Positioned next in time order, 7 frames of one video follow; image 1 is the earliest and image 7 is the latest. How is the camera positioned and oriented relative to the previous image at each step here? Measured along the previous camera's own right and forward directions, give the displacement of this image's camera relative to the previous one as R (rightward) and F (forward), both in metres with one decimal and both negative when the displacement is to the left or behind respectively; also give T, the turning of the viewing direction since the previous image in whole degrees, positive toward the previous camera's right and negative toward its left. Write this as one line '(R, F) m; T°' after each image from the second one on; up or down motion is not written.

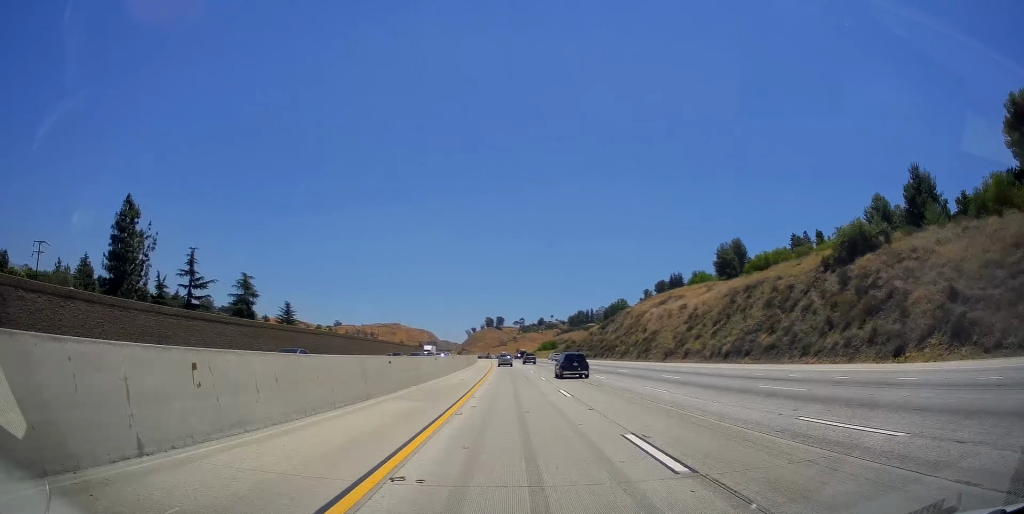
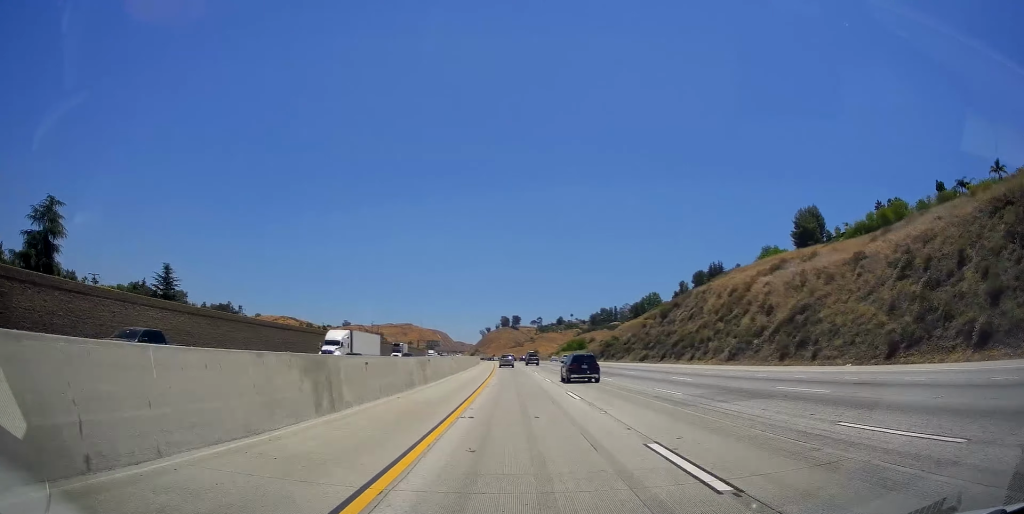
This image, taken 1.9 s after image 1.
(-0.7, +60.7) m; -1°
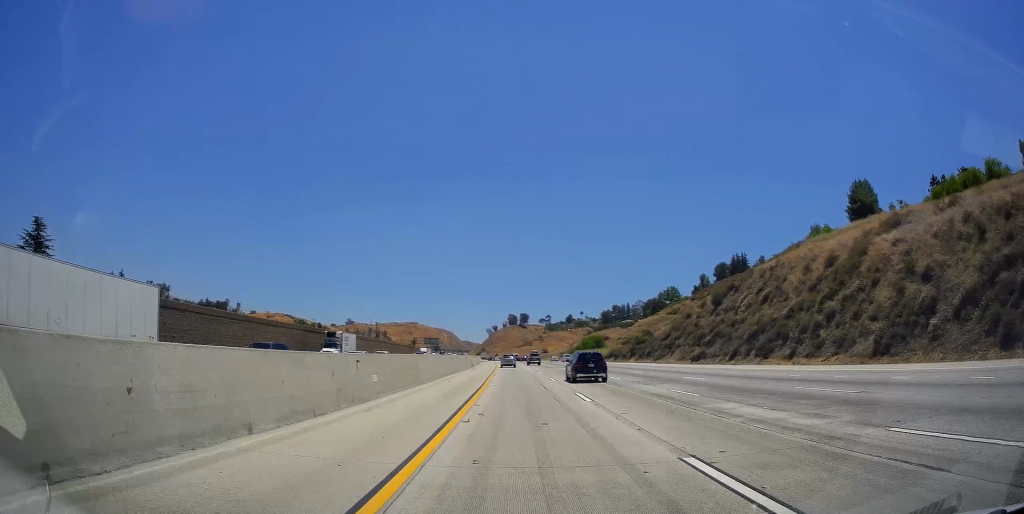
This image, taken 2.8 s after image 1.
(-0.2, +29.9) m; -1°
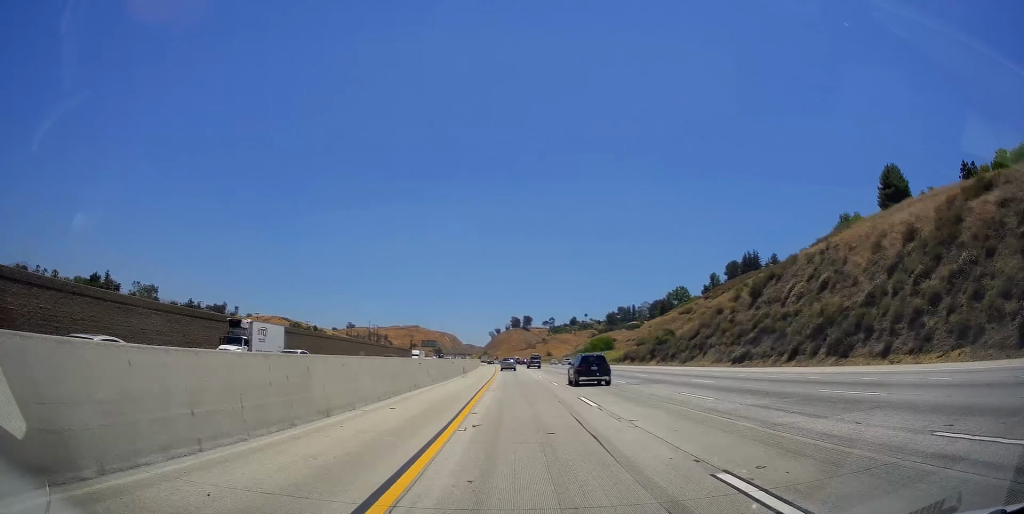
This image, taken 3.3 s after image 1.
(+0.1, +15.7) m; 0°
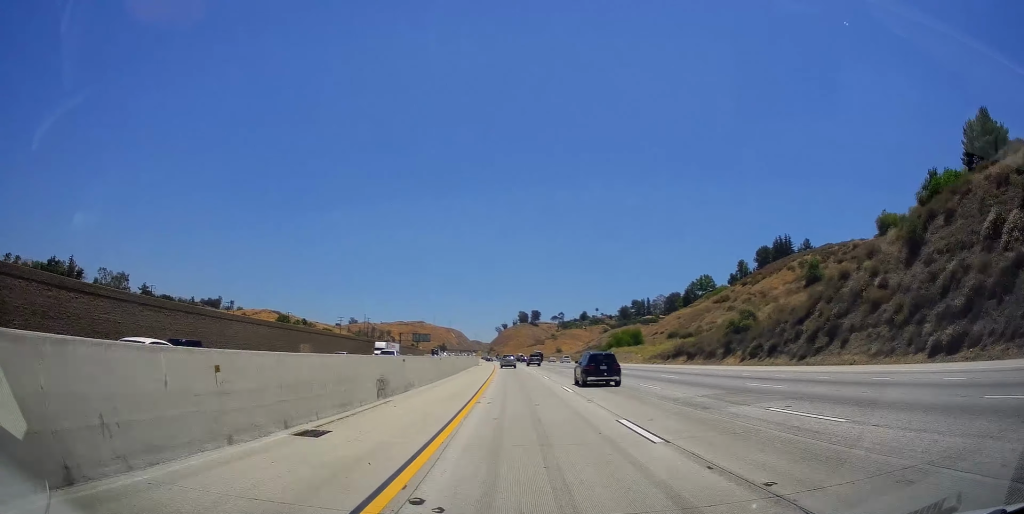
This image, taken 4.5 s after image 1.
(-0.5, +37.6) m; -1°
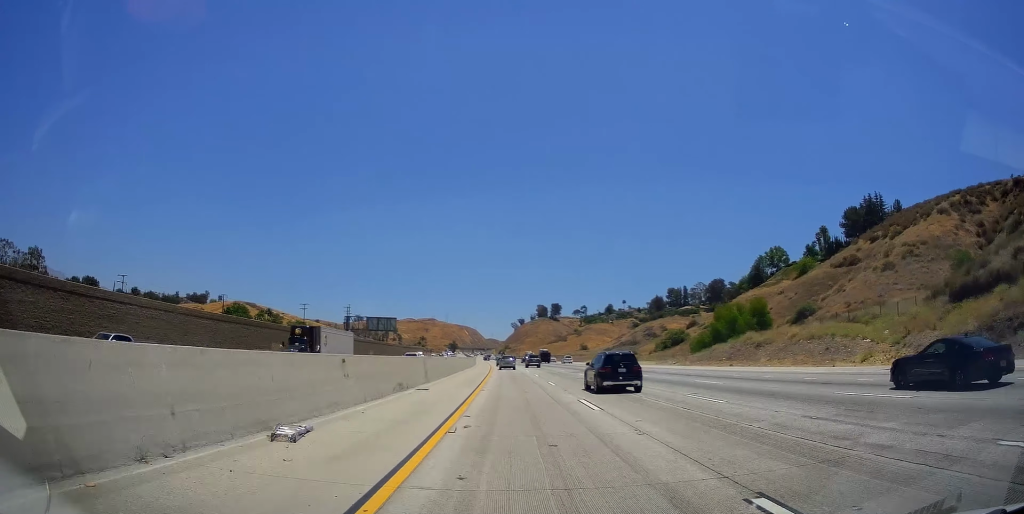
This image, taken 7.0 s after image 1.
(-0.6, +79.8) m; -1°
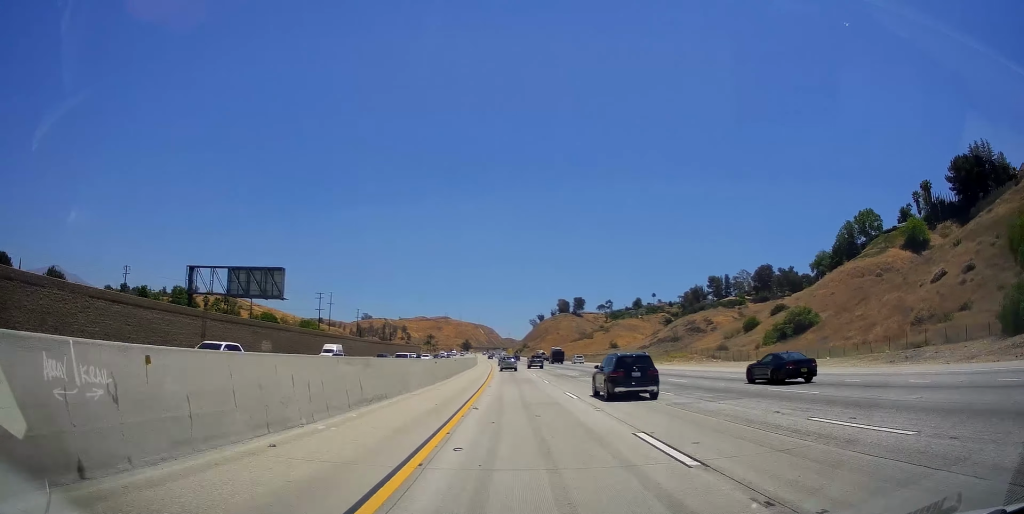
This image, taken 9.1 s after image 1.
(-1.4, +63.7) m; -2°
